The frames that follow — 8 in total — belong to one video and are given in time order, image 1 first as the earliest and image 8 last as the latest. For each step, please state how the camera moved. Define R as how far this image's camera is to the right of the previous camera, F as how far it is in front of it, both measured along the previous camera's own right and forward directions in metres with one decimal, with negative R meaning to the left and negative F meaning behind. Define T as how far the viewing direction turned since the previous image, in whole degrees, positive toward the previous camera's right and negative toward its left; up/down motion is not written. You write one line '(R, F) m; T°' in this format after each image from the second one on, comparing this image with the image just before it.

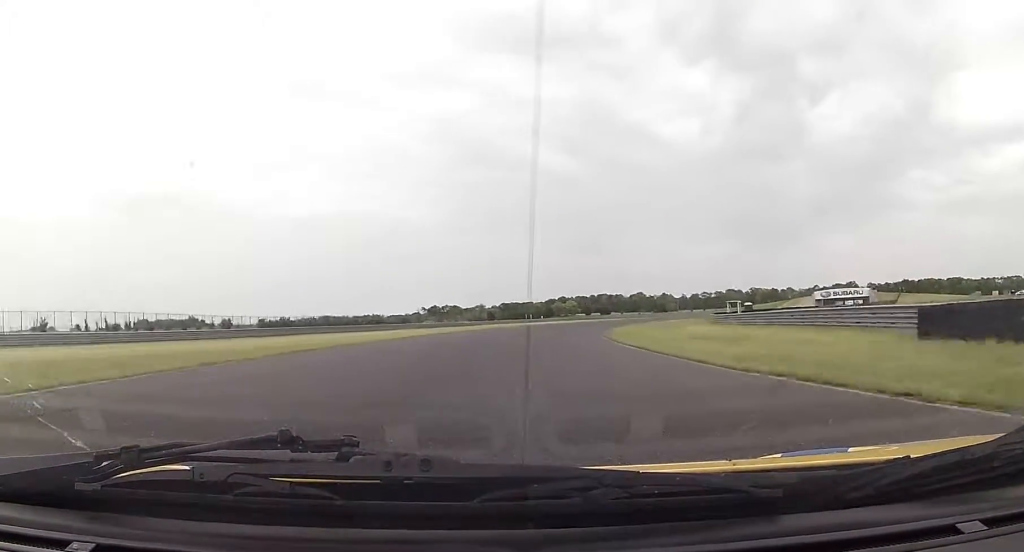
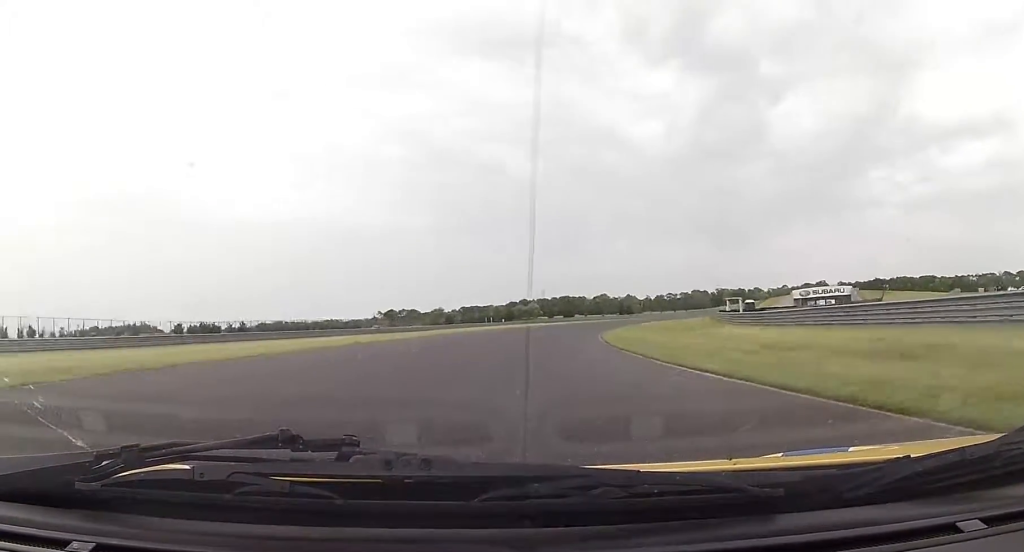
(+0.2, +17.2) m; +2°
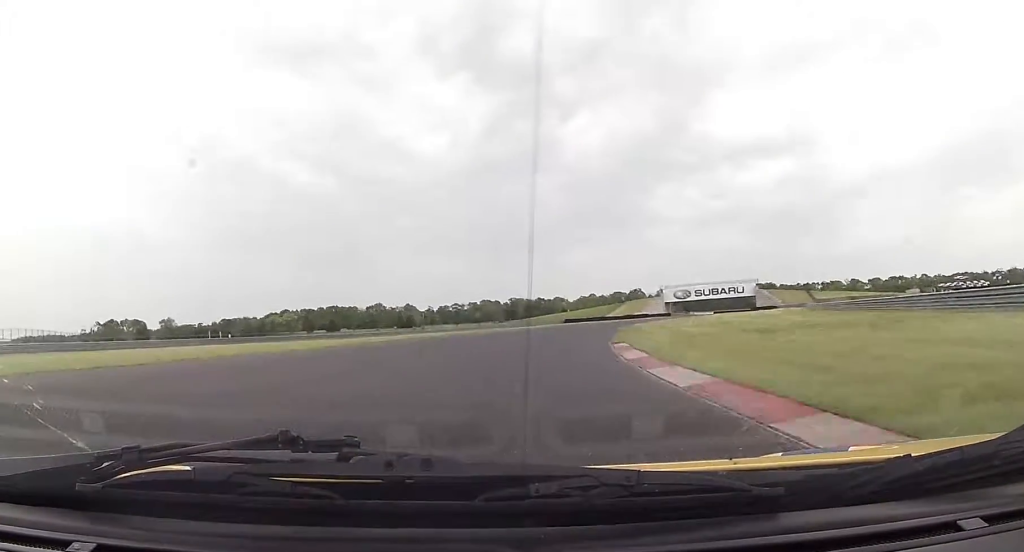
(+10.8, +96.3) m; +15°
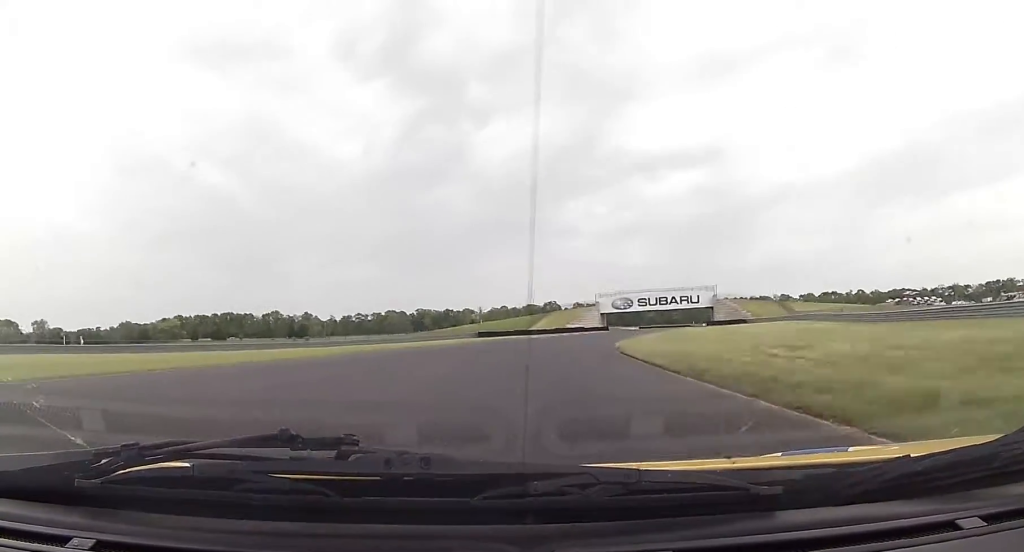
(+2.3, +35.5) m; +8°
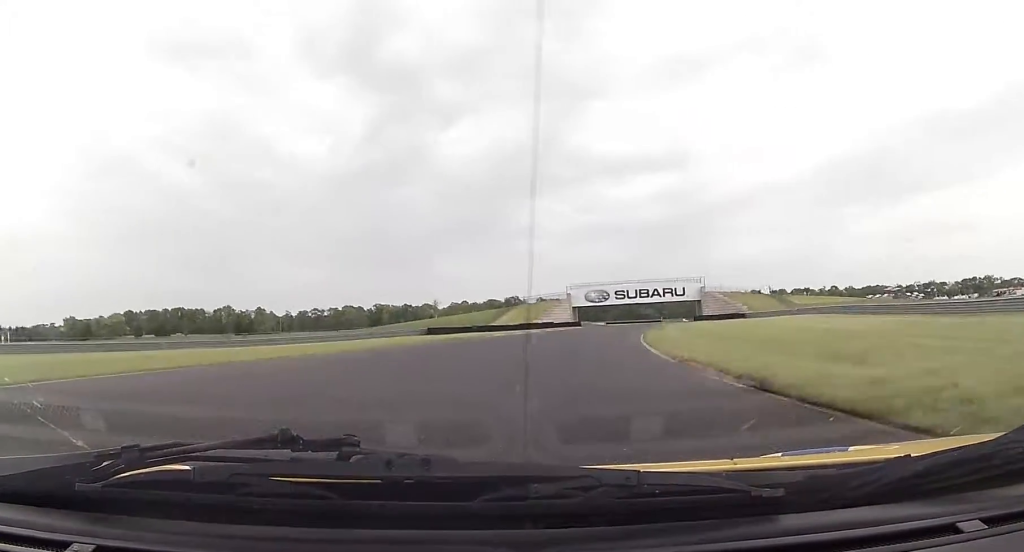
(+0.8, +18.6) m; +3°
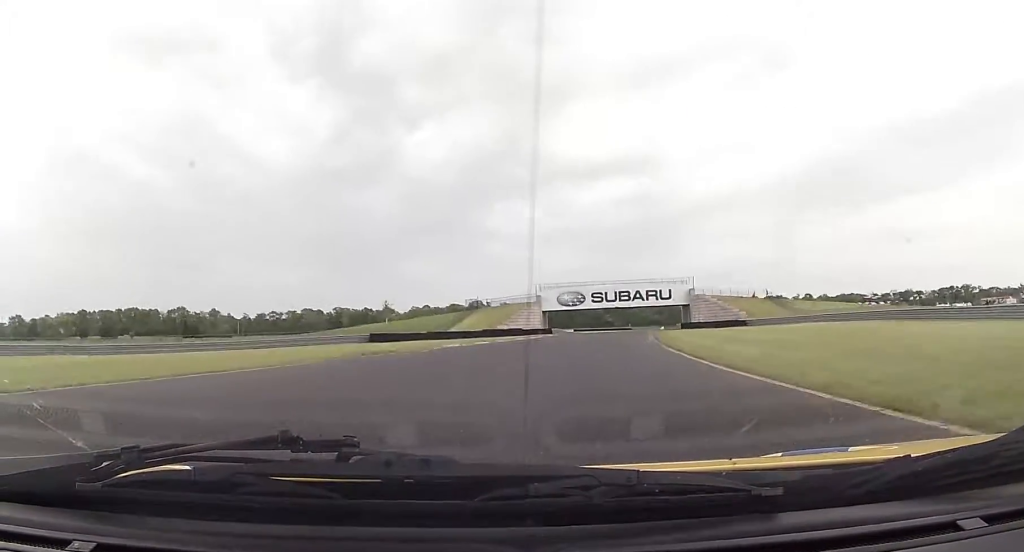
(+1.2, +16.0) m; +2°
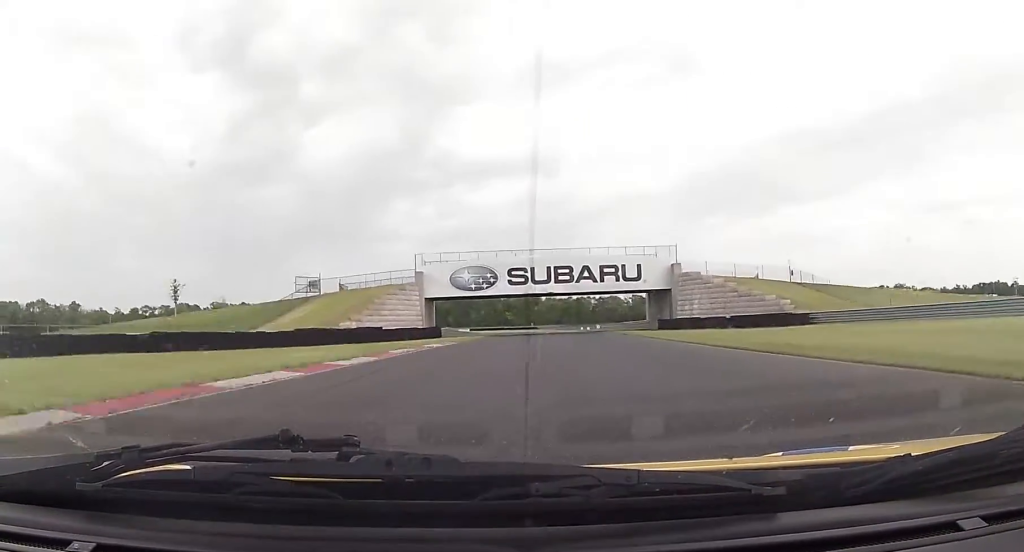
(+1.6, +46.1) m; +6°
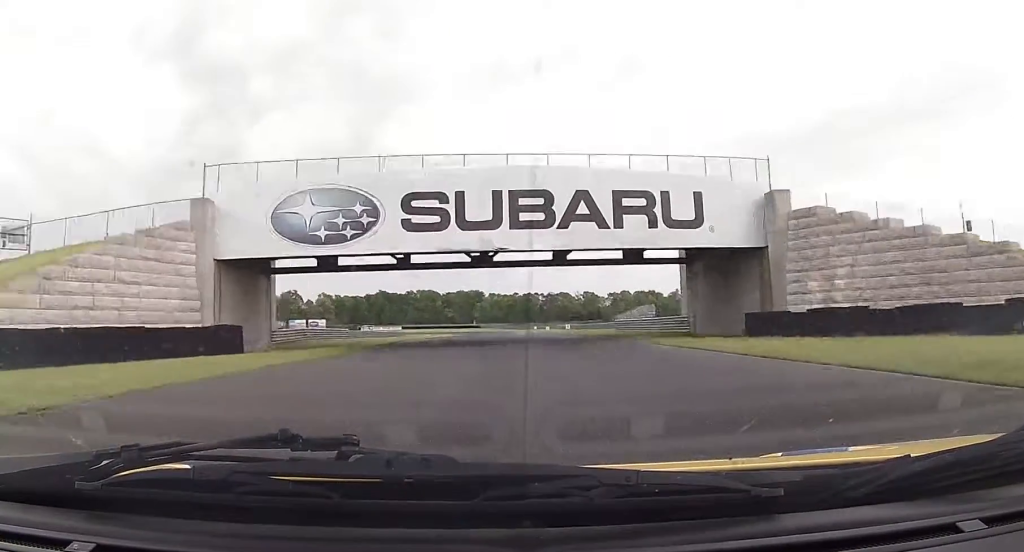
(+2.7, +38.6) m; +7°
